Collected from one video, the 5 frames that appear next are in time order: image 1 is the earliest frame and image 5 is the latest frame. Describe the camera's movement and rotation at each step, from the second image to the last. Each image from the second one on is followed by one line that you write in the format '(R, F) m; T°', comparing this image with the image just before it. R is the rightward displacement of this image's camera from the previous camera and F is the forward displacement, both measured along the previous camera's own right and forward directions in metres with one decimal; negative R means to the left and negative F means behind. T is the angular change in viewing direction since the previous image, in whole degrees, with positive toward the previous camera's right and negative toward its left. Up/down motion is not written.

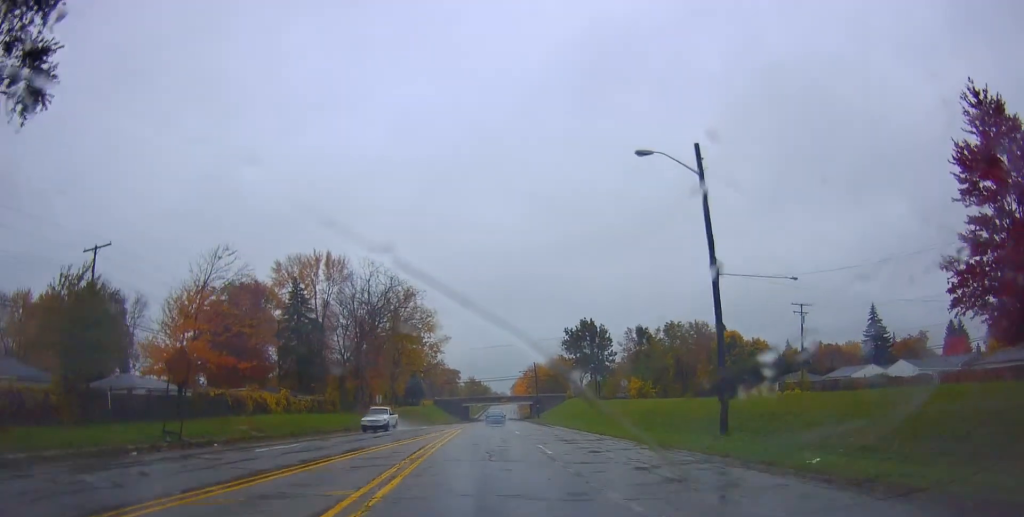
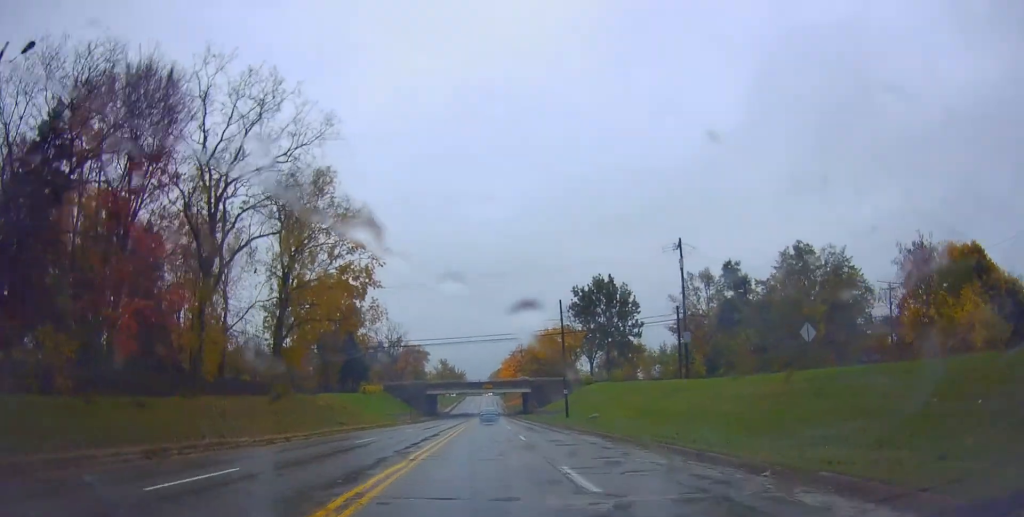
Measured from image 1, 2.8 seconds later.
(+1.4, +55.3) m; +2°
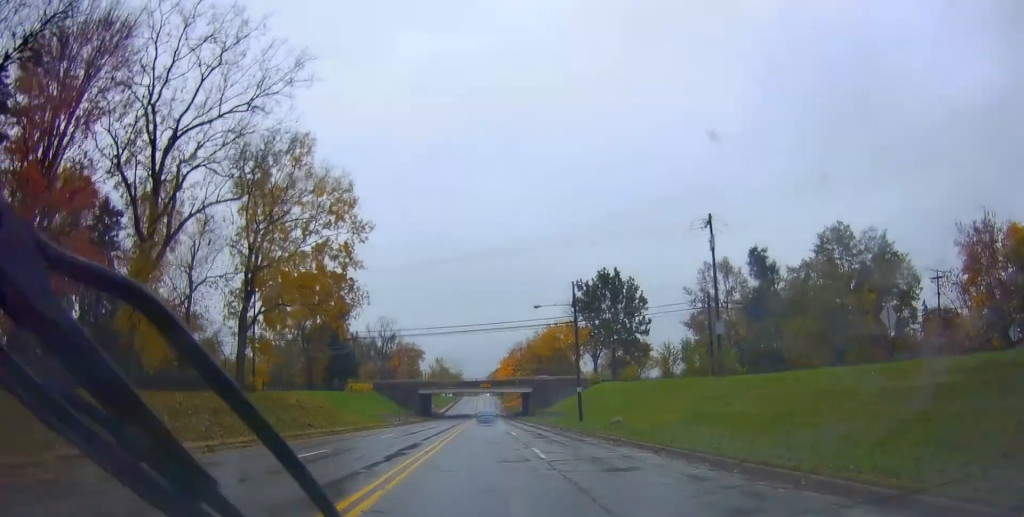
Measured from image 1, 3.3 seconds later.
(-0.2, +8.2) m; 0°
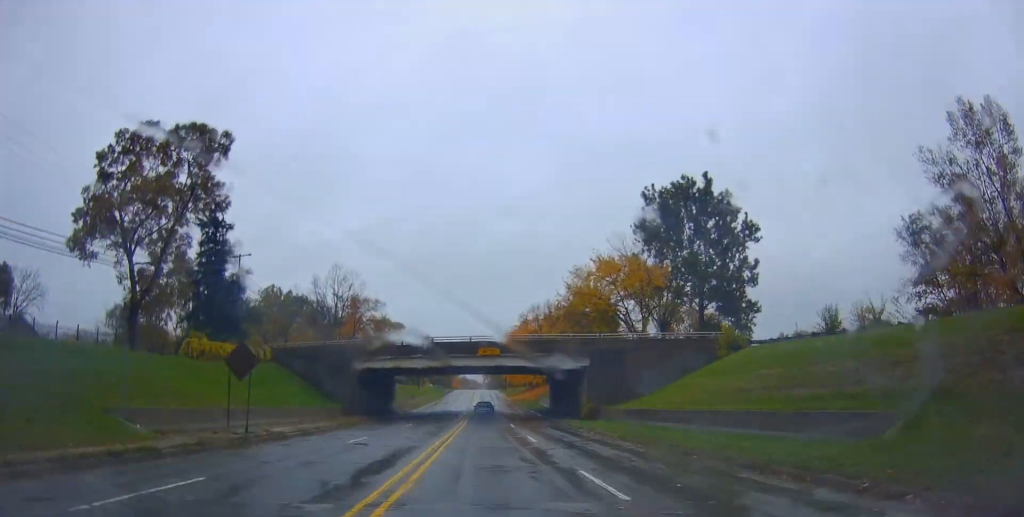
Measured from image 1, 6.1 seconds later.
(+1.8, +53.3) m; +1°
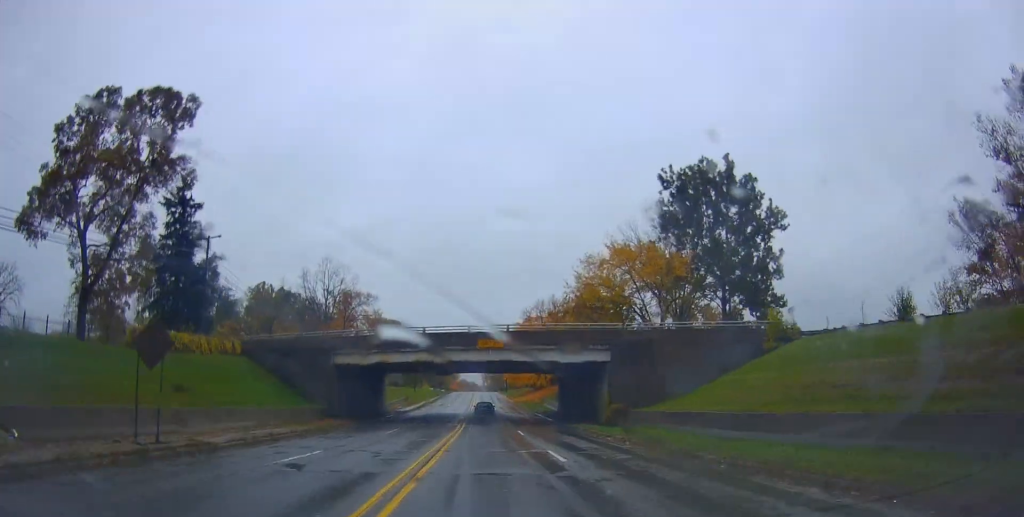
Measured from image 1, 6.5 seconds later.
(0.0, +7.4) m; -1°
